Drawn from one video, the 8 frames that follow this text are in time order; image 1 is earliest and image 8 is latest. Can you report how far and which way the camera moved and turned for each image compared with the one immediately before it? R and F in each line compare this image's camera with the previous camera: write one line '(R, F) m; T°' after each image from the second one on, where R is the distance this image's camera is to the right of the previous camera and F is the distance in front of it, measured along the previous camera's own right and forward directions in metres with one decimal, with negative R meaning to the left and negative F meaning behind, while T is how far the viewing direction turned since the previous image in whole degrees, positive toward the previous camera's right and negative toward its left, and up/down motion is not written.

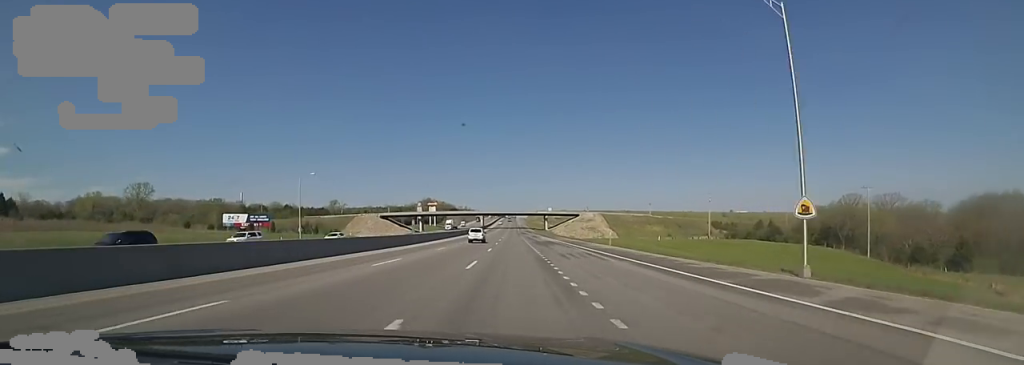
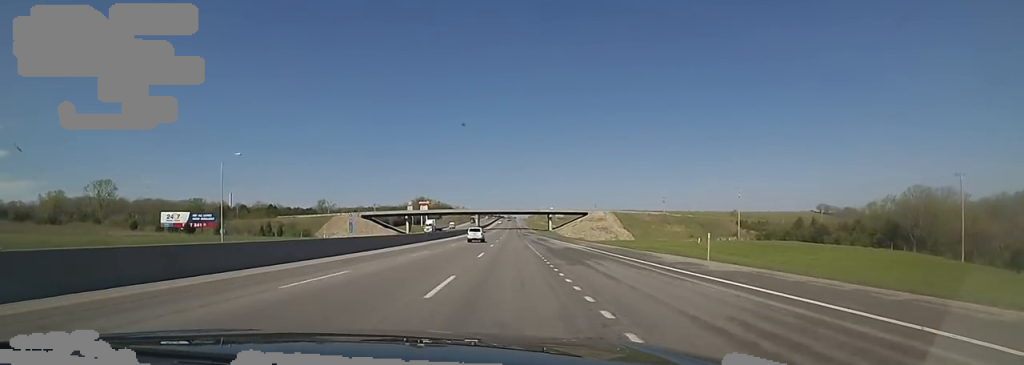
(+1.0, +23.1) m; 0°
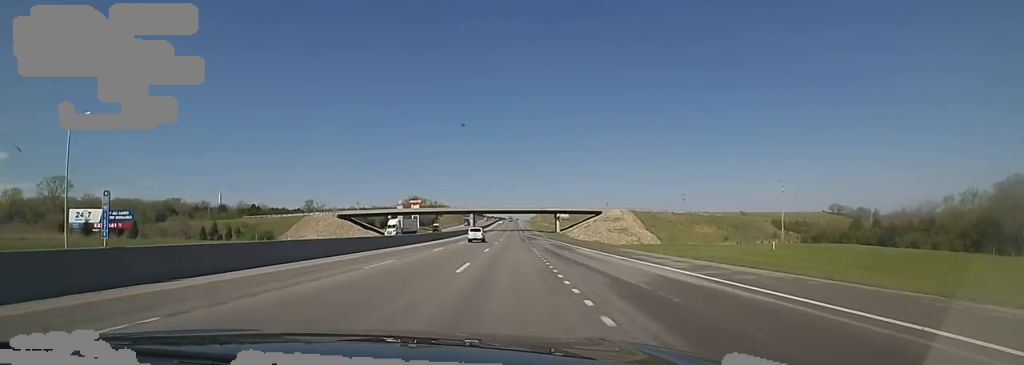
(+0.1, +24.2) m; -1°
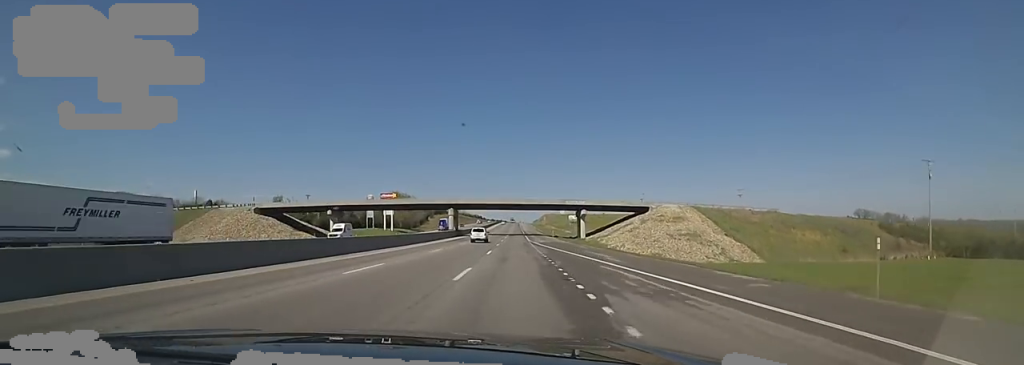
(-1.4, +48.4) m; -2°
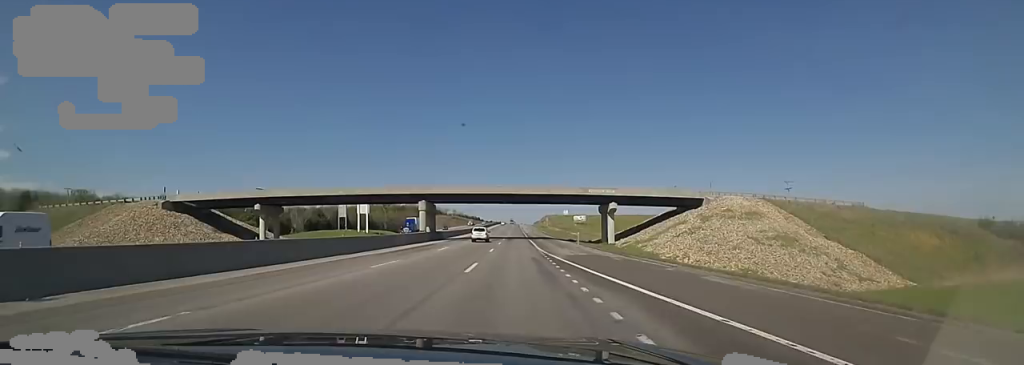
(0.0, +27.9) m; 0°
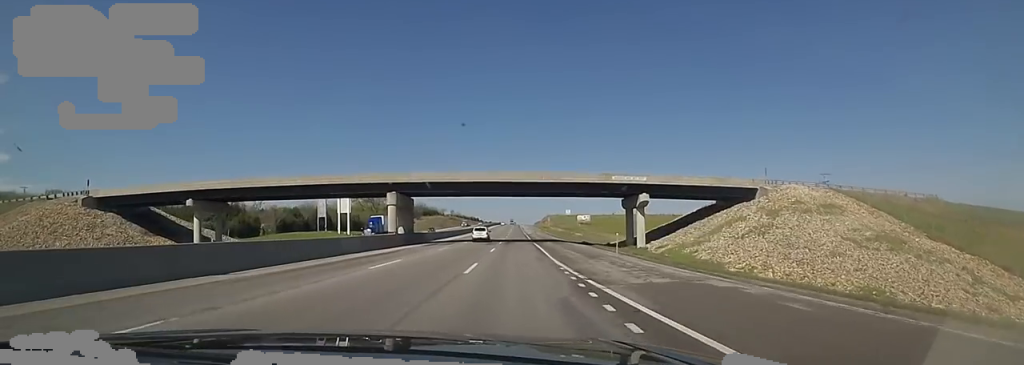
(0.0, +15.8) m; 0°
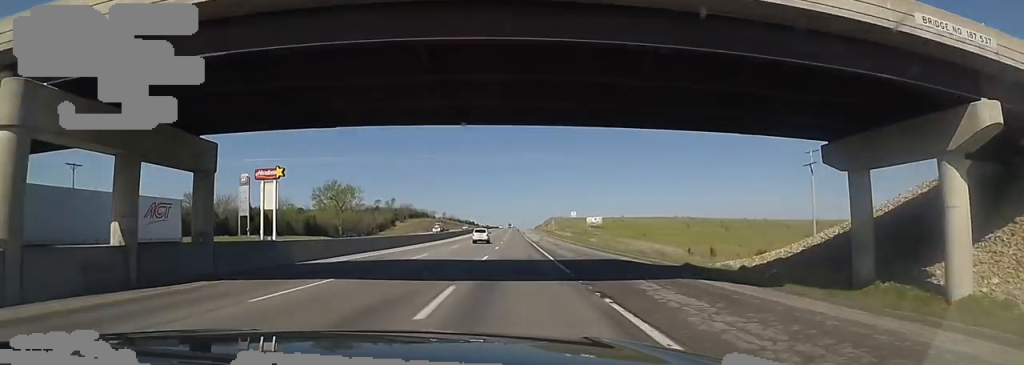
(0.0, +39.1) m; +2°
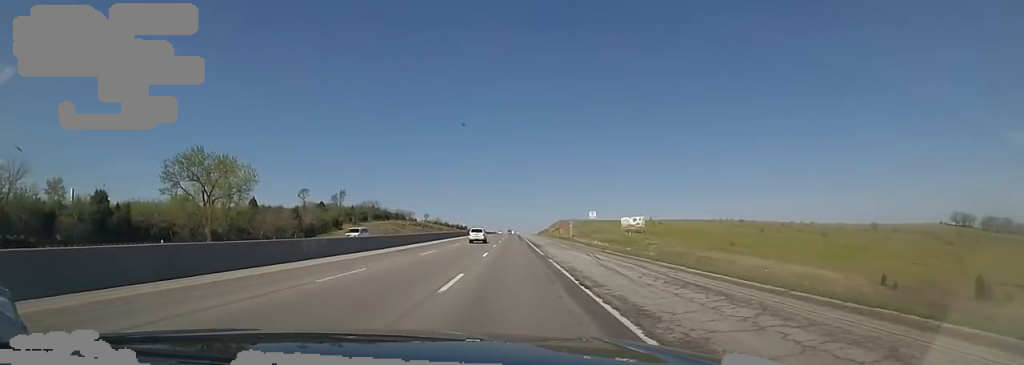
(+0.3, +72.7) m; -2°
